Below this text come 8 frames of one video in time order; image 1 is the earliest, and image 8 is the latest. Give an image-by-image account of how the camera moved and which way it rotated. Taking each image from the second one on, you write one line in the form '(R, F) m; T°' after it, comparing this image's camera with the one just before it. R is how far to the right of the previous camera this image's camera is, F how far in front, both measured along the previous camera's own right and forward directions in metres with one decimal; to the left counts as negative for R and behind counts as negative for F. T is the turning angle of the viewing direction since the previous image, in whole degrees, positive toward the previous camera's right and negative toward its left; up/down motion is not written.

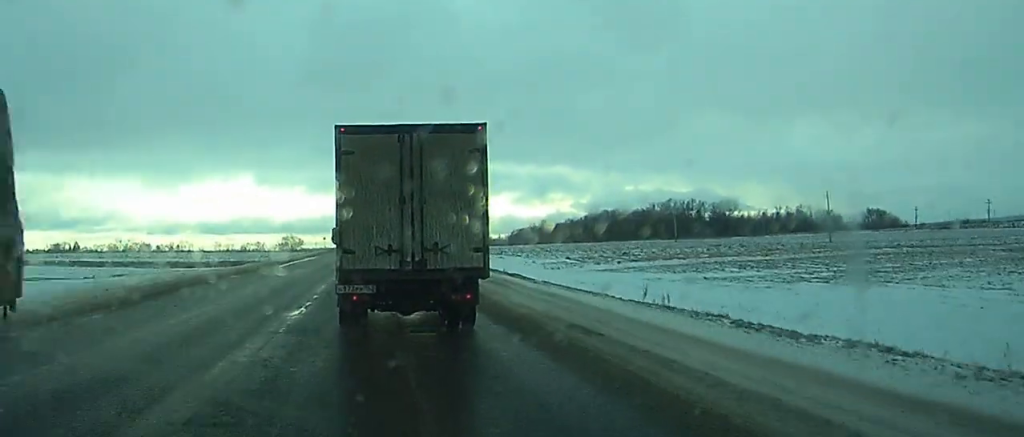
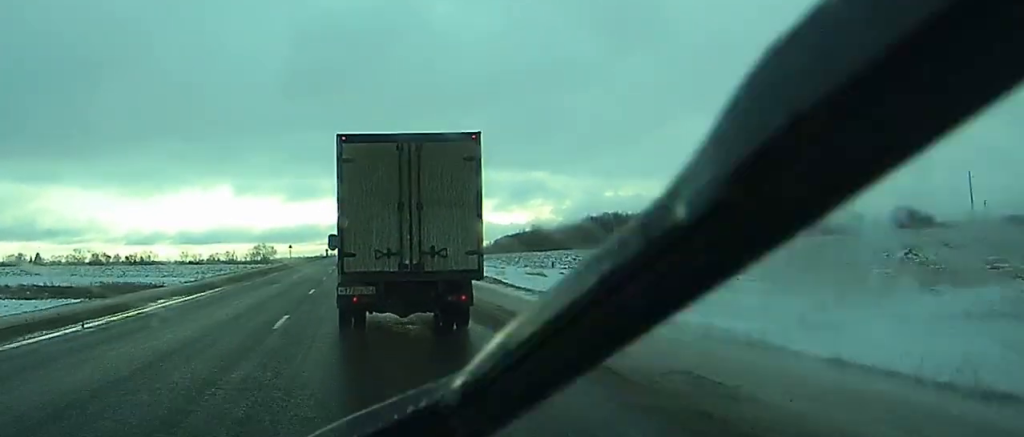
(-0.3, +47.1) m; 0°
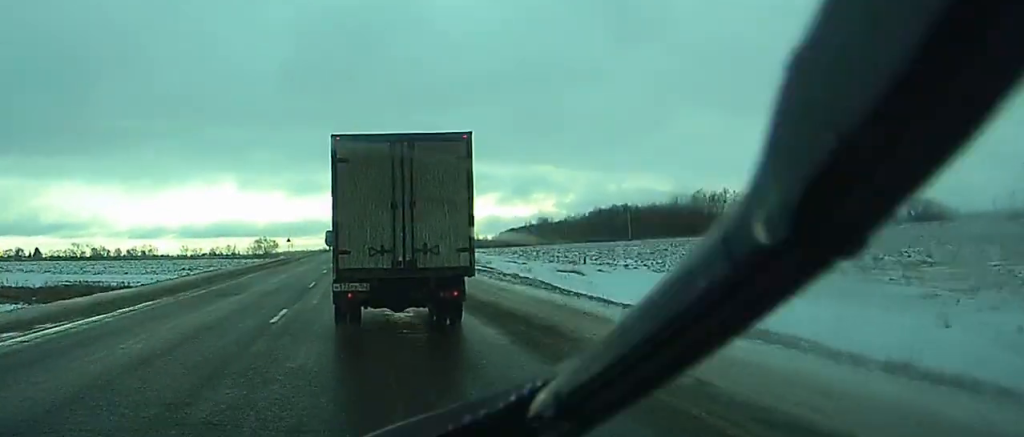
(+0.1, +11.3) m; 0°
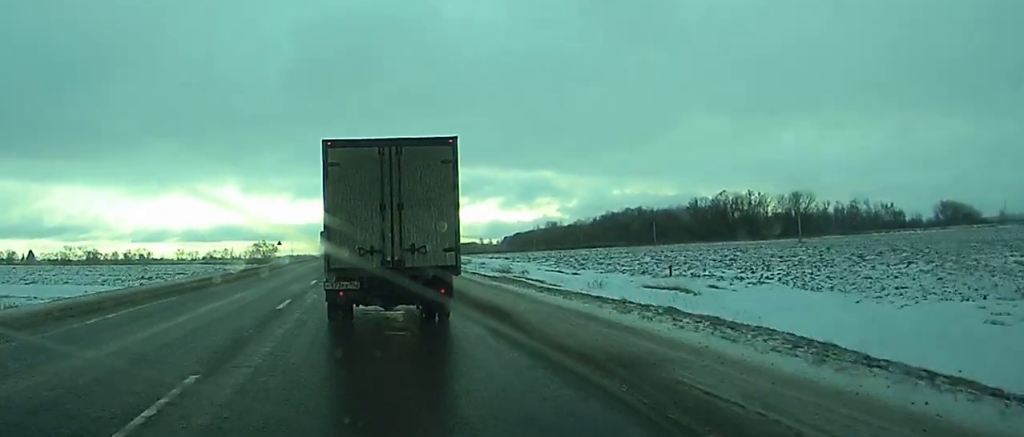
(+0.1, +20.8) m; 0°
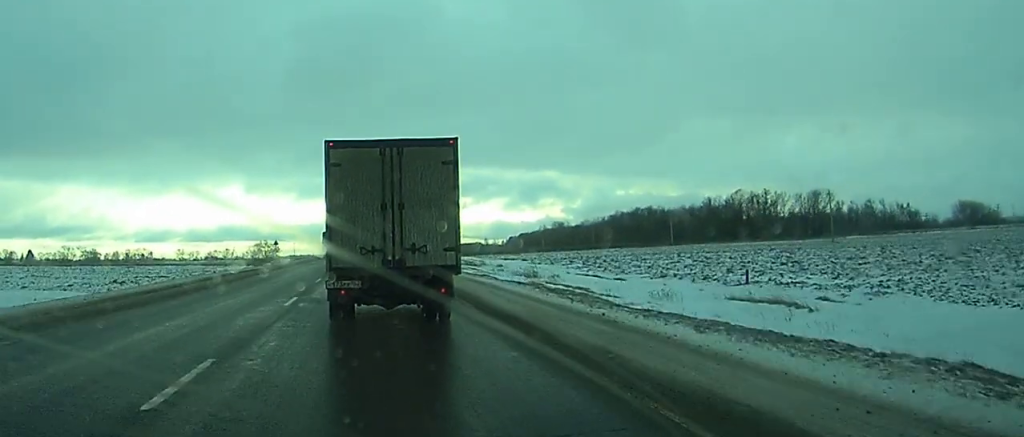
(0.0, +10.8) m; 0°
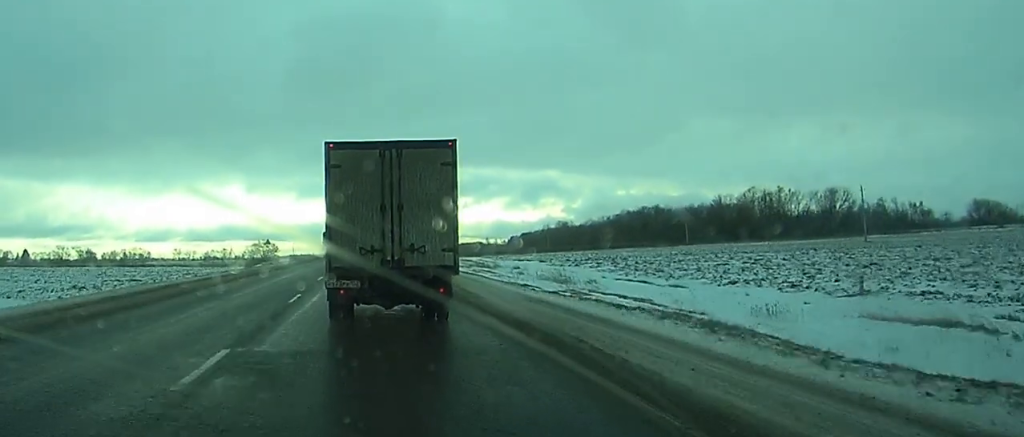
(0.0, +10.8) m; 0°
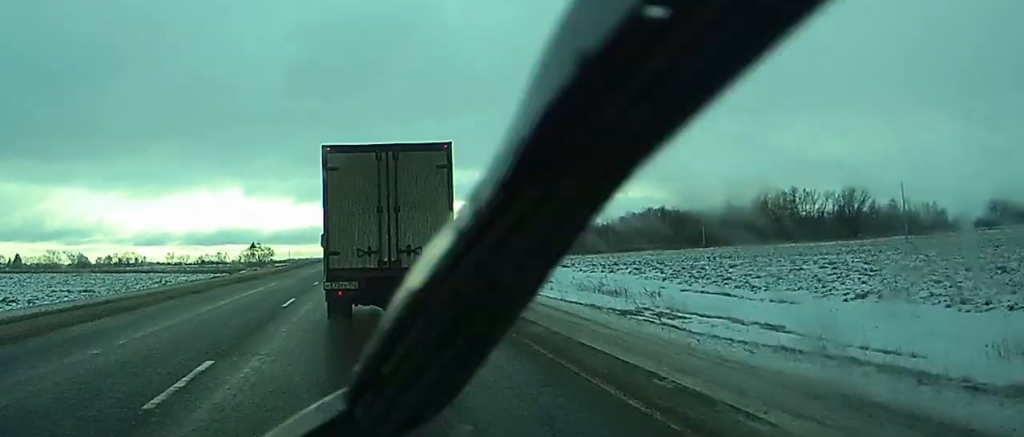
(0.0, +12.7) m; 0°
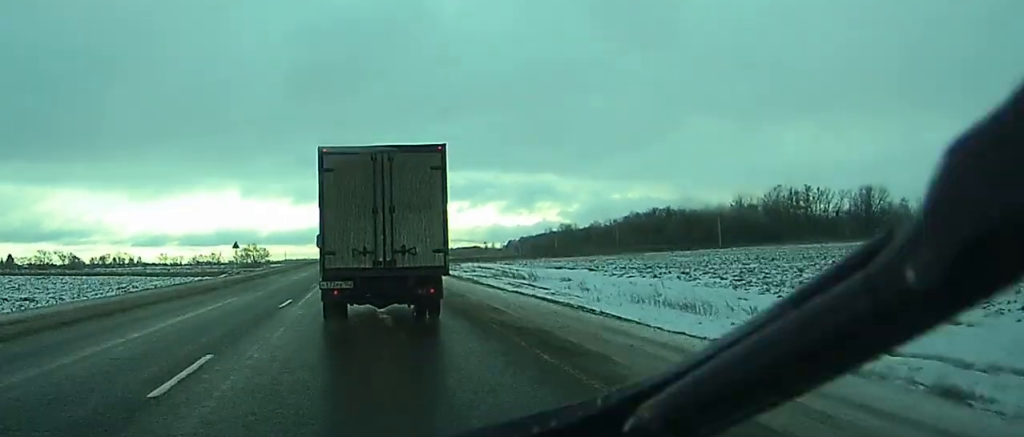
(0.0, +11.4) m; 0°
